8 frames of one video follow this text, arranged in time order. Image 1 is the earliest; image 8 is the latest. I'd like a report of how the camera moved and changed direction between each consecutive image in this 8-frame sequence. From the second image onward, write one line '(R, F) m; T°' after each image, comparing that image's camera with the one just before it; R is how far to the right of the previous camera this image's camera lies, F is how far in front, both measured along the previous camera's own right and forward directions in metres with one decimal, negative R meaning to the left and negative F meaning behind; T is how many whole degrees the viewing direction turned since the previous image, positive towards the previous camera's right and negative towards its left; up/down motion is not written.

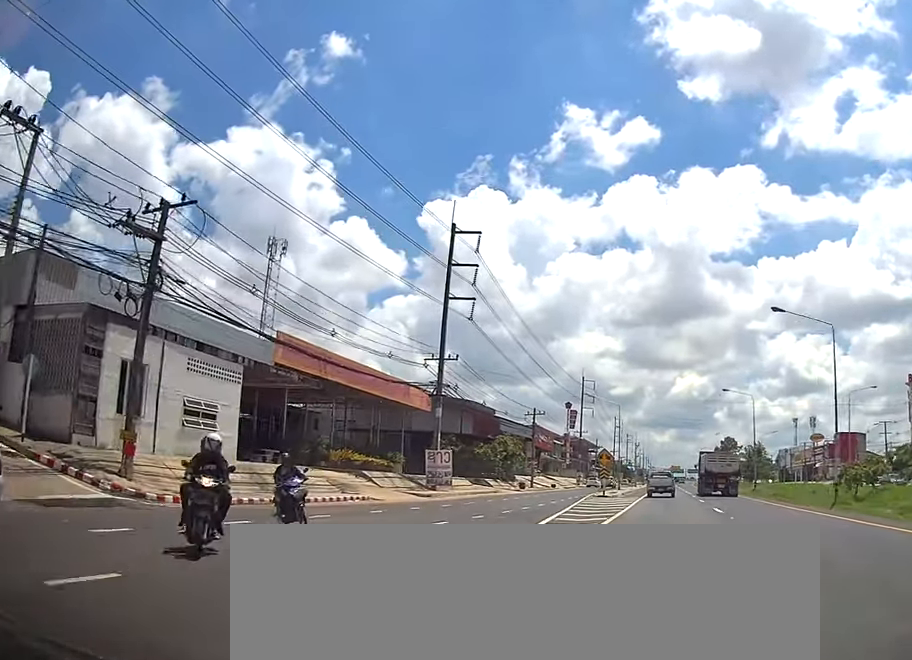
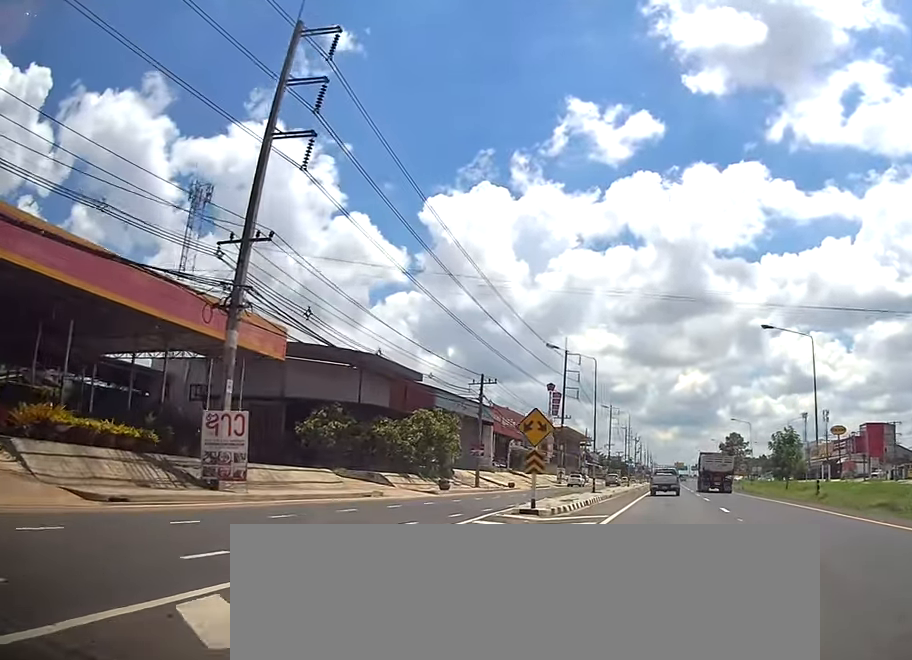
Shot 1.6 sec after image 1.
(-0.3, +25.4) m; -3°
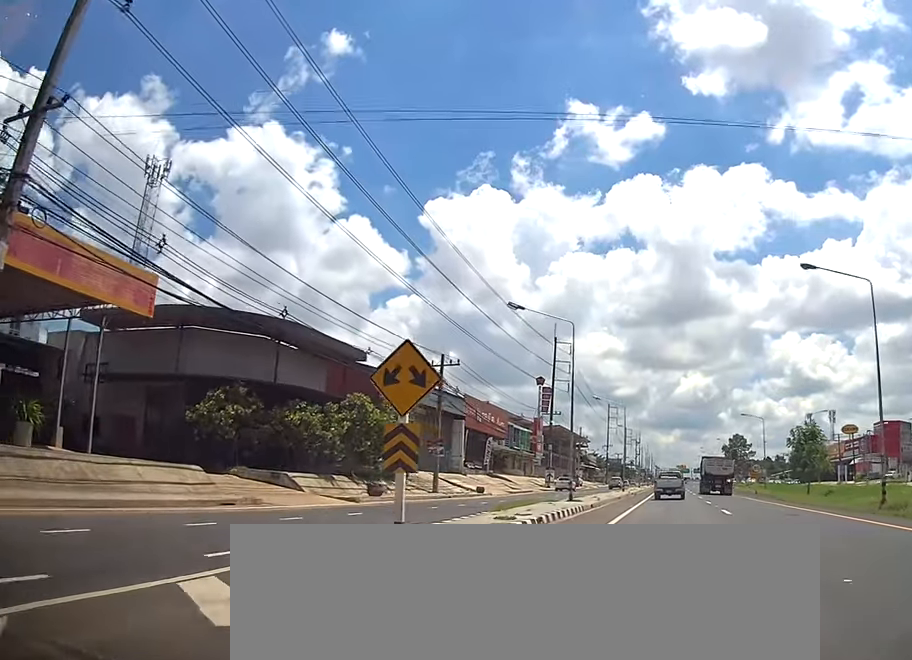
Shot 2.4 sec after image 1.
(0.0, +11.4) m; +2°
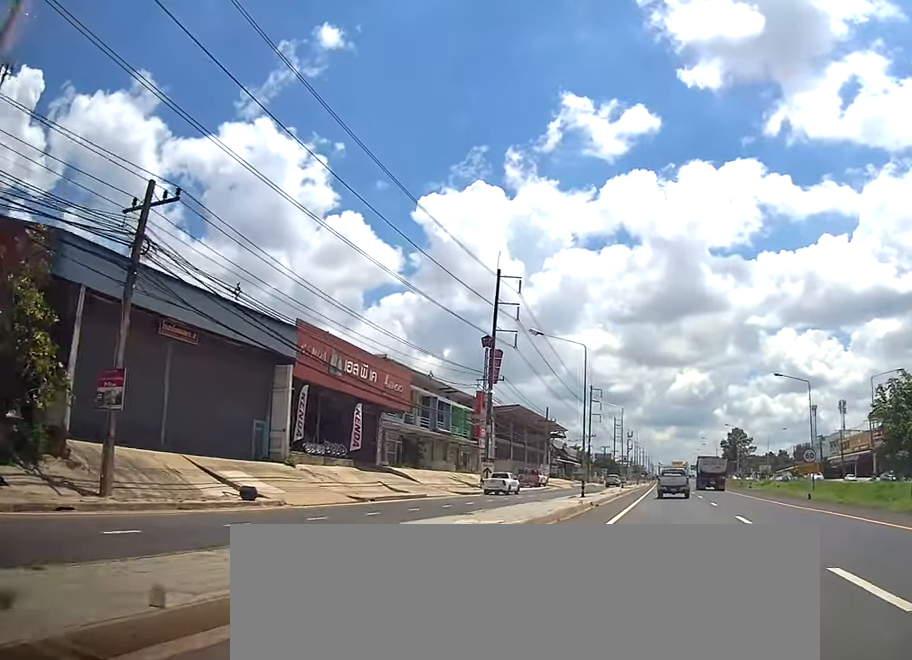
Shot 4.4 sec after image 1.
(+0.5, +30.5) m; +1°
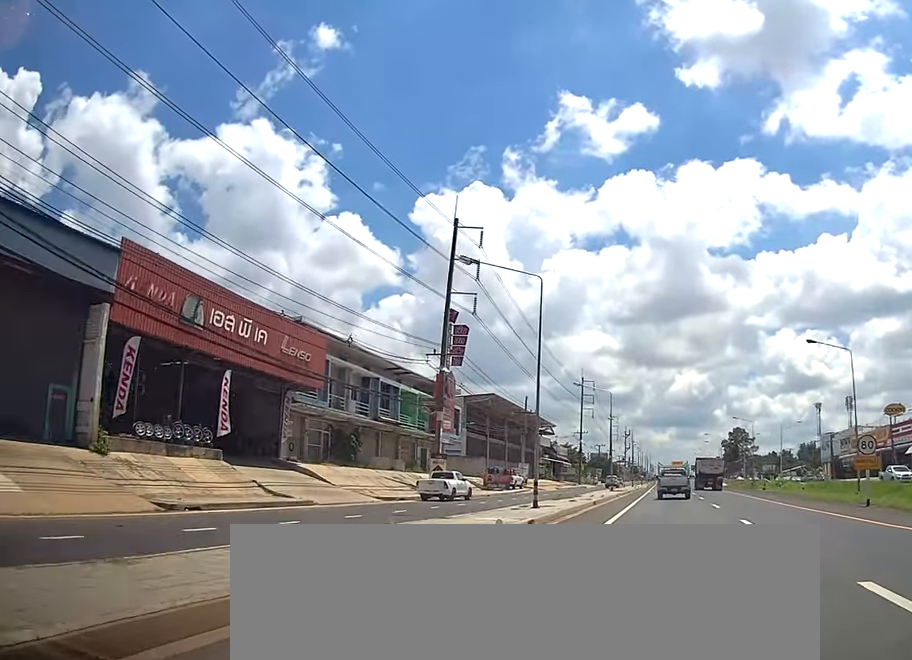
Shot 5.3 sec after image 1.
(+0.1, +13.6) m; 0°
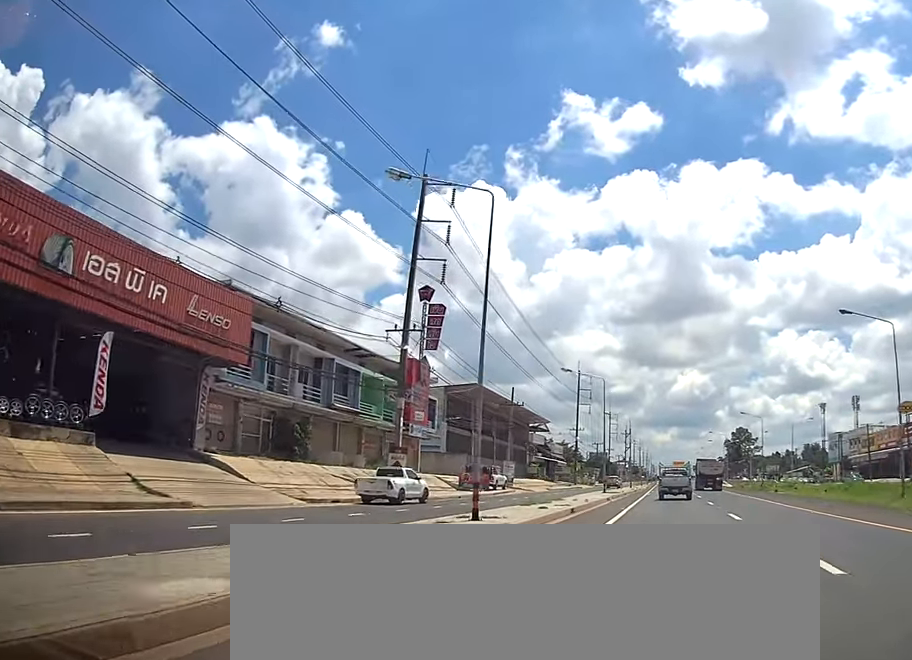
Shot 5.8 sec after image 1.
(+0.4, +7.9) m; 0°
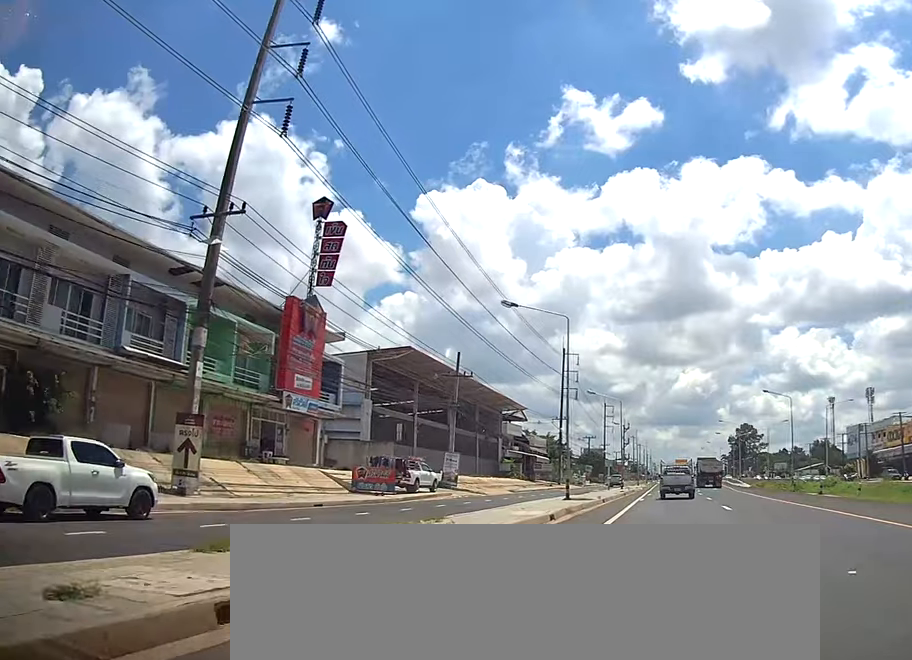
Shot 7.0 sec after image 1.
(-0.9, +19.6) m; -2°
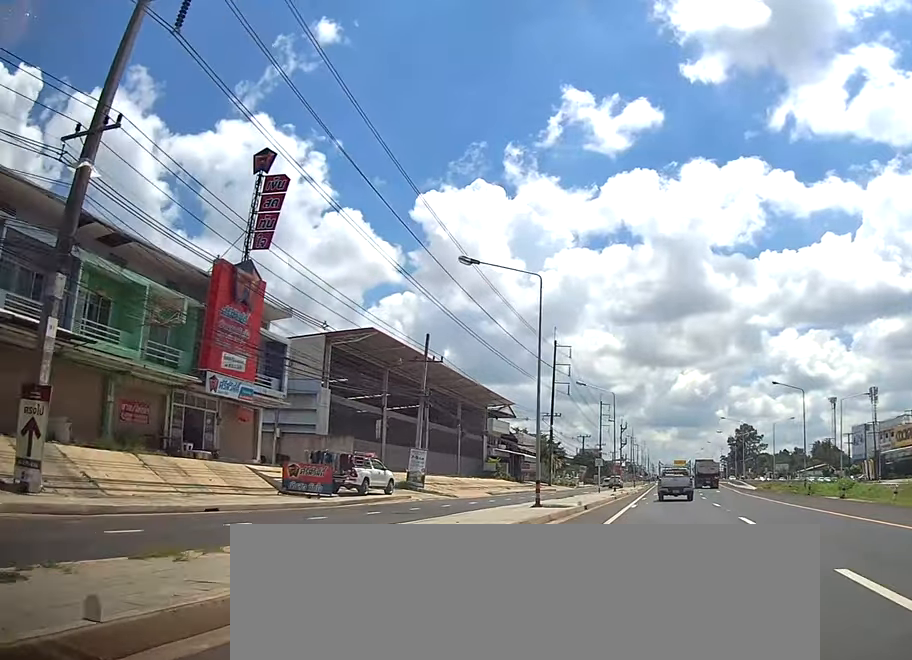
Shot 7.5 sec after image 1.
(-0.2, +6.9) m; +1°
